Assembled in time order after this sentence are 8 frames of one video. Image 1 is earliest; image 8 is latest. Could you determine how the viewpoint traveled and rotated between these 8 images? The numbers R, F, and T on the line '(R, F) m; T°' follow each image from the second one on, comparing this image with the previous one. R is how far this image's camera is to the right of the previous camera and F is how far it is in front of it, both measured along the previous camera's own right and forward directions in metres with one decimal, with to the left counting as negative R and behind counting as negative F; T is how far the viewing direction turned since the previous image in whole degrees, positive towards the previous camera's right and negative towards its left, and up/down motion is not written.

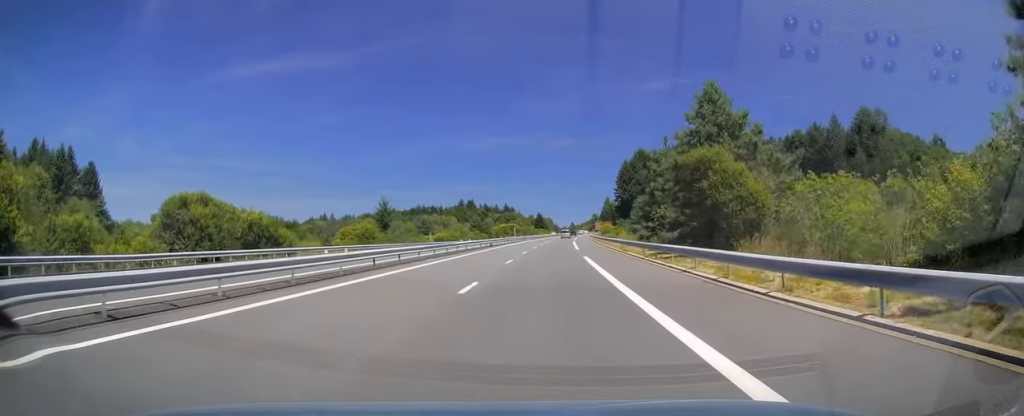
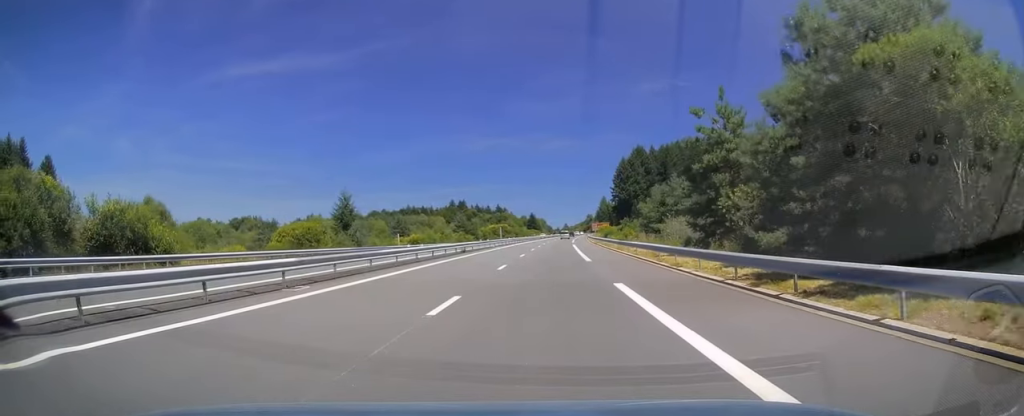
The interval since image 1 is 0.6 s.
(+0.2, +16.6) m; +1°
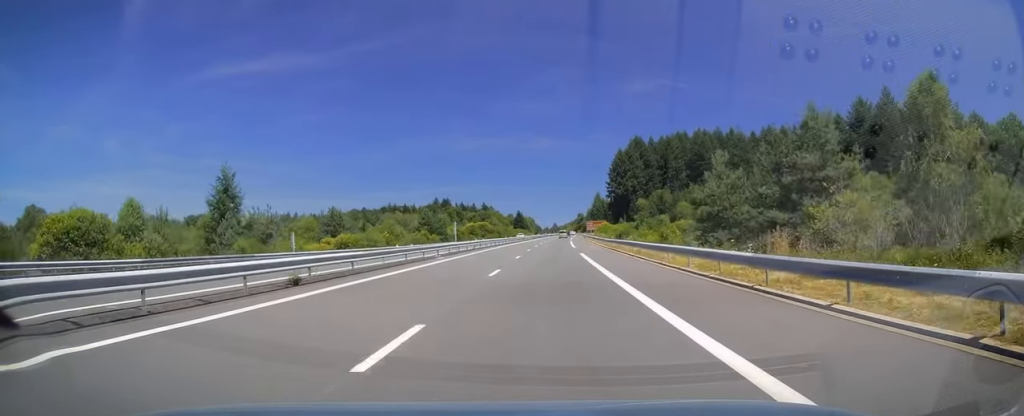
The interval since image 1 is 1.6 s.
(+0.1, +30.2) m; +1°
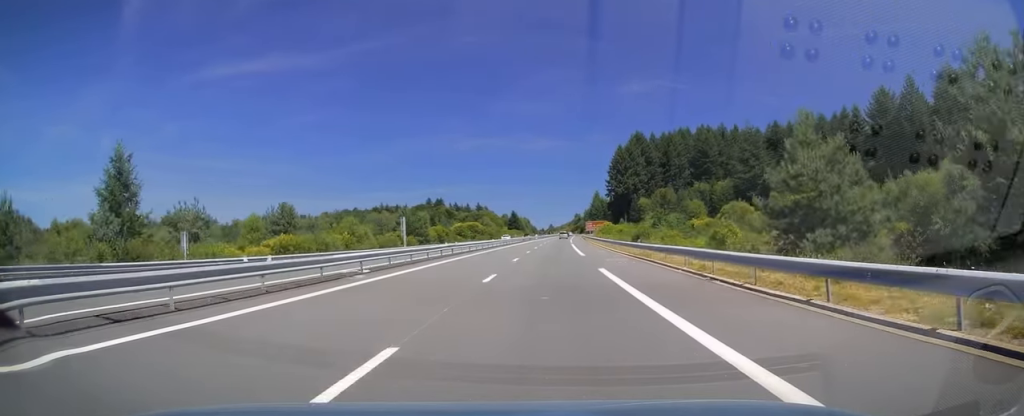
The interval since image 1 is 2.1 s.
(+0.1, +15.1) m; +1°
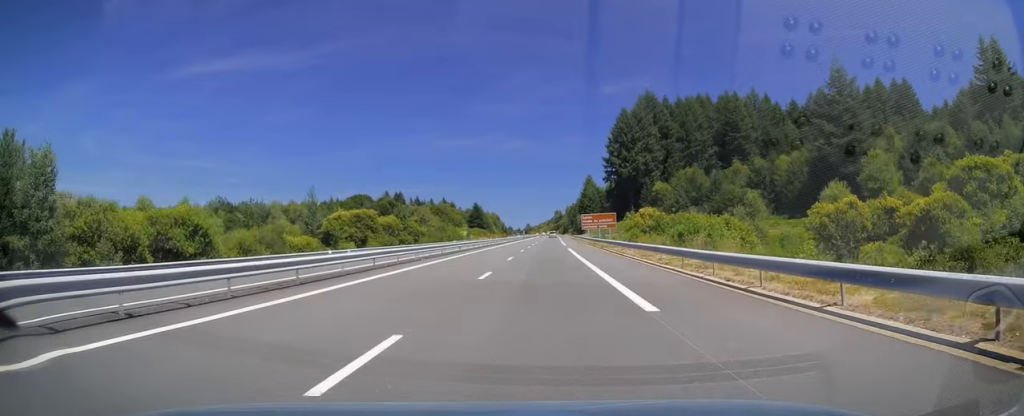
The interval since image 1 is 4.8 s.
(+1.2, +77.3) m; +2°
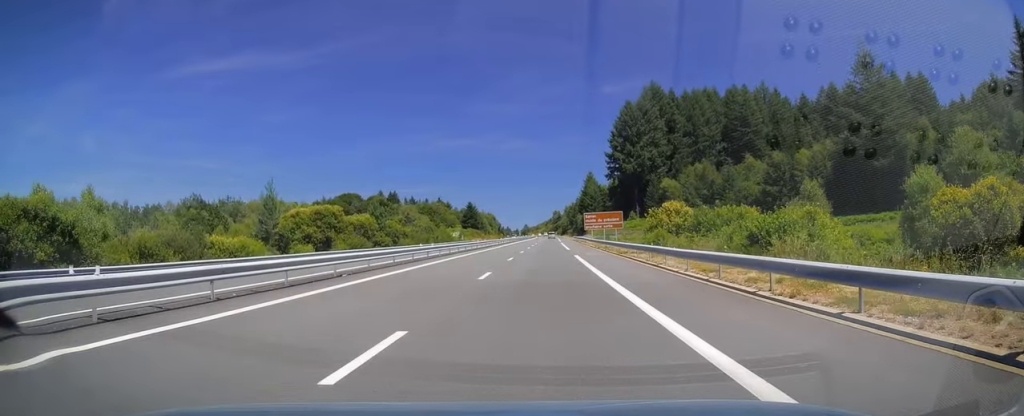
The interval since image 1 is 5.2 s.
(+0.3, +12.7) m; 0°
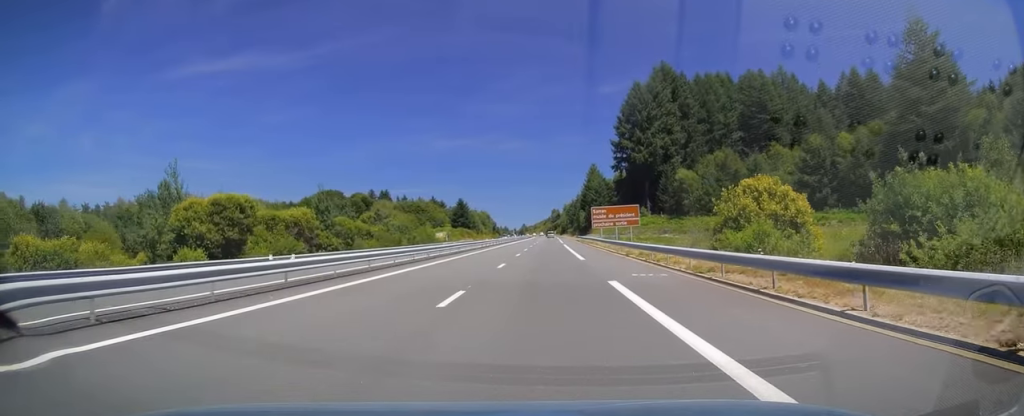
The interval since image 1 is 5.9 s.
(+0.2, +20.1) m; 0°
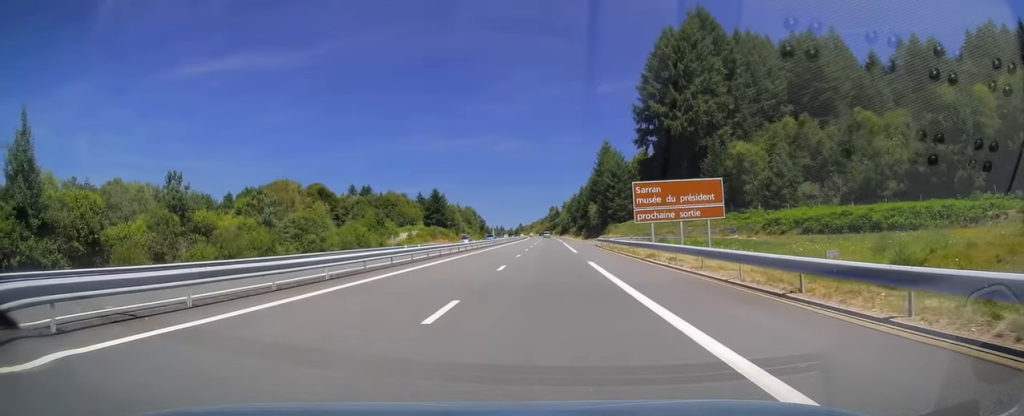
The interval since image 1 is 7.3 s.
(-0.3, +41.3) m; 0°
